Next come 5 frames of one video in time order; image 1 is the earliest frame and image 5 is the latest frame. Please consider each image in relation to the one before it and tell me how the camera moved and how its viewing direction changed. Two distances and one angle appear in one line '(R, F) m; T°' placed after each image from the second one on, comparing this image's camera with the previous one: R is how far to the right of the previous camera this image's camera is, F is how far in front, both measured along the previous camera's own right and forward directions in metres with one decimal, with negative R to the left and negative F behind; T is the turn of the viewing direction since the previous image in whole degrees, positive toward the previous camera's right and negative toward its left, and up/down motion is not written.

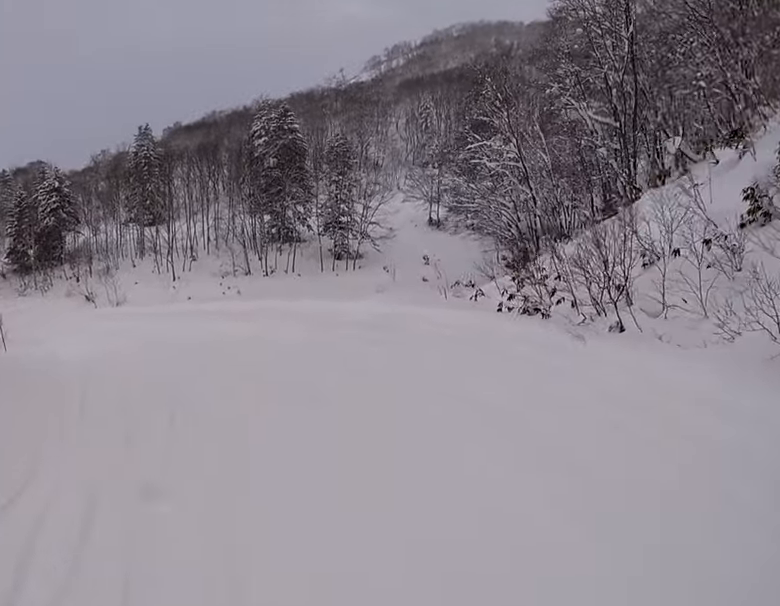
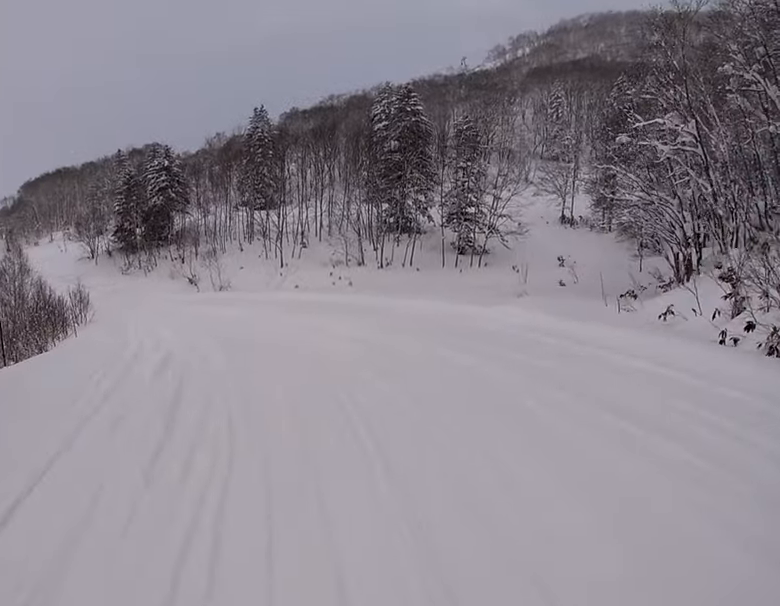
(-0.2, +5.3) m; -8°
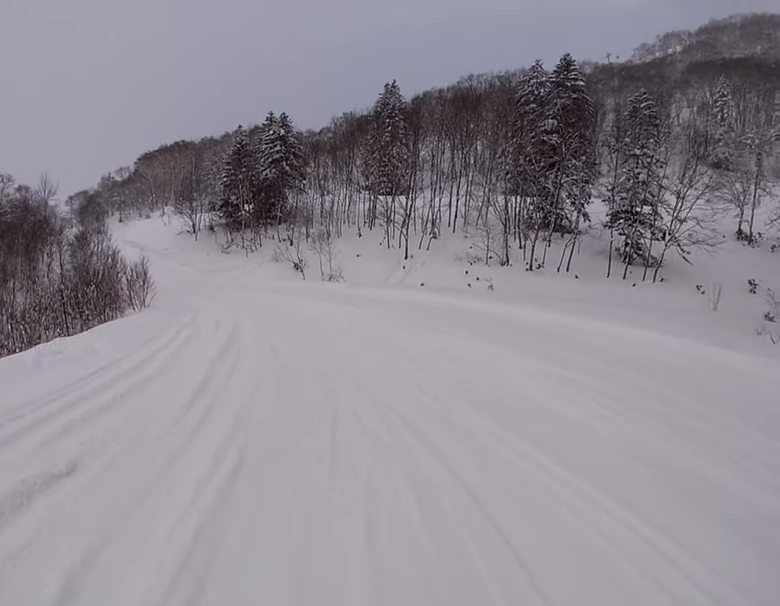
(-0.4, +10.6) m; -7°
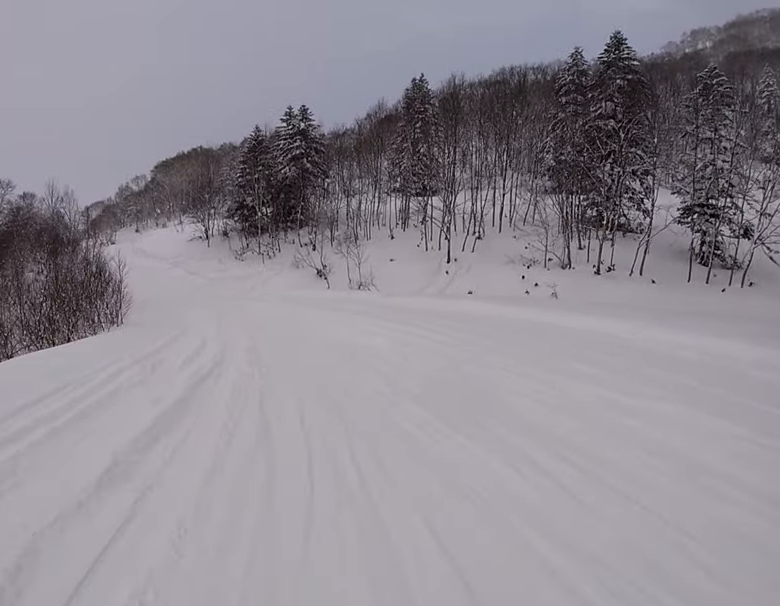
(-1.1, +8.0) m; -15°
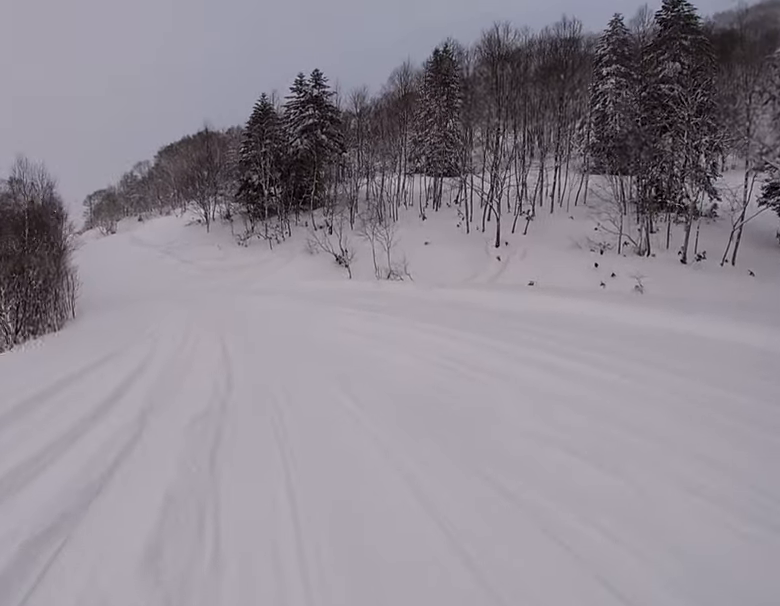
(-1.0, +8.2) m; -2°
